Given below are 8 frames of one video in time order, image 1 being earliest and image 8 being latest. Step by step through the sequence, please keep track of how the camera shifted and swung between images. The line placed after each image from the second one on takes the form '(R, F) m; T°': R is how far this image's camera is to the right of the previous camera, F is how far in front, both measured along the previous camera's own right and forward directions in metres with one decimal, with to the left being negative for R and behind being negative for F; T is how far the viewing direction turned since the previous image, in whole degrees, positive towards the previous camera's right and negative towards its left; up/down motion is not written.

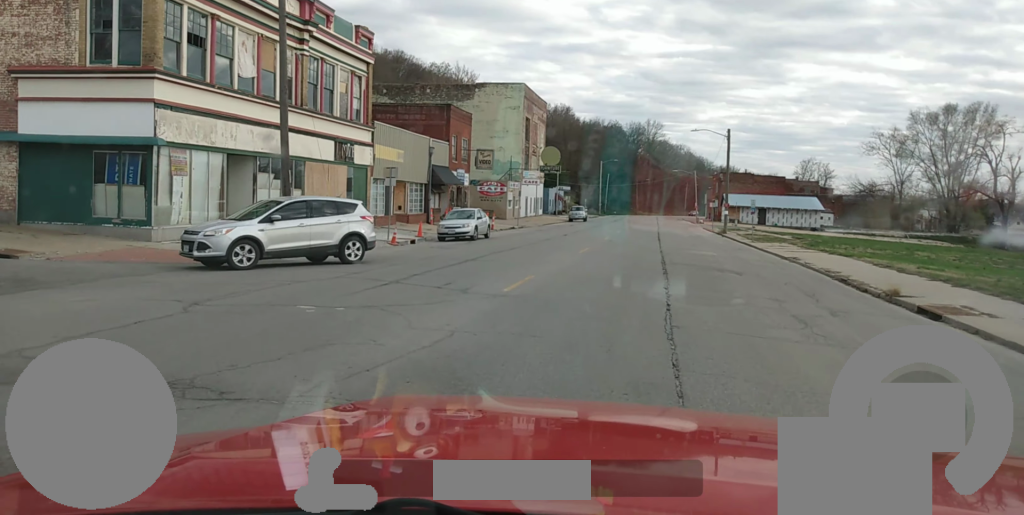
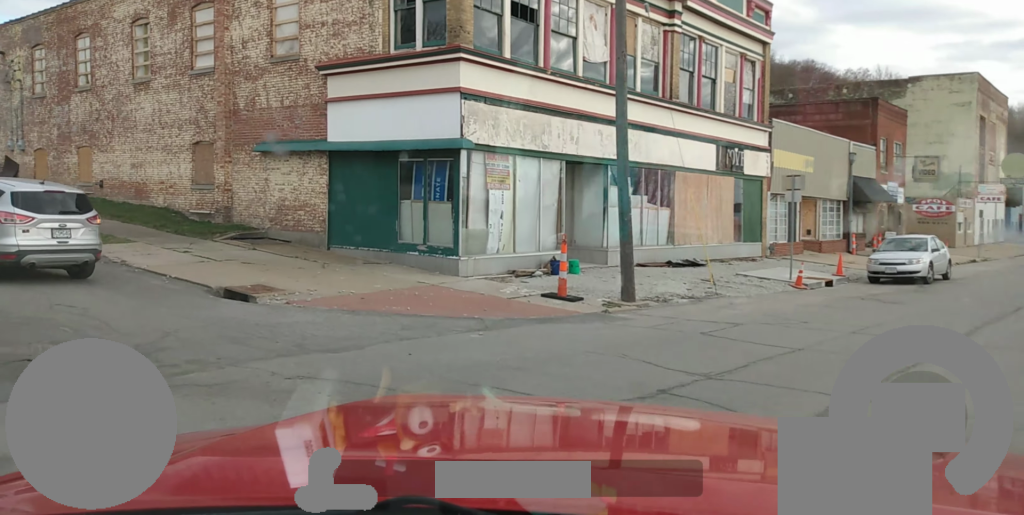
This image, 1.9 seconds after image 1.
(-2.1, +10.1) m; -40°
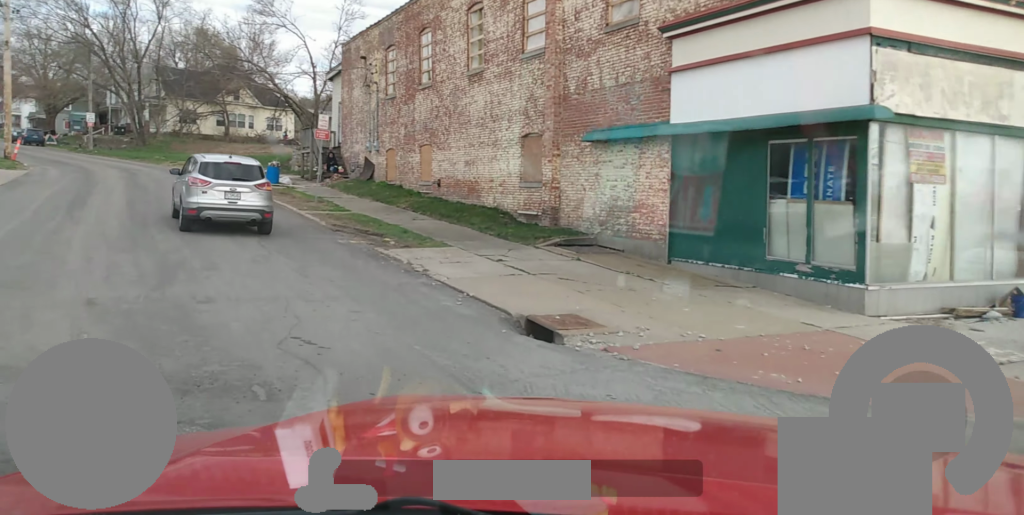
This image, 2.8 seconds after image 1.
(-1.8, +4.4) m; -25°
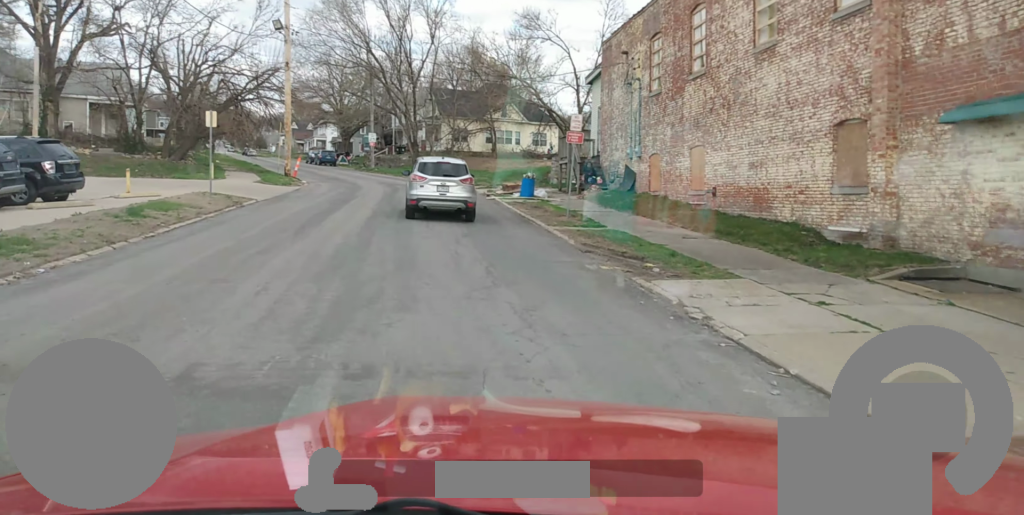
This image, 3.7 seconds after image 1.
(-0.3, +4.0) m; -4°
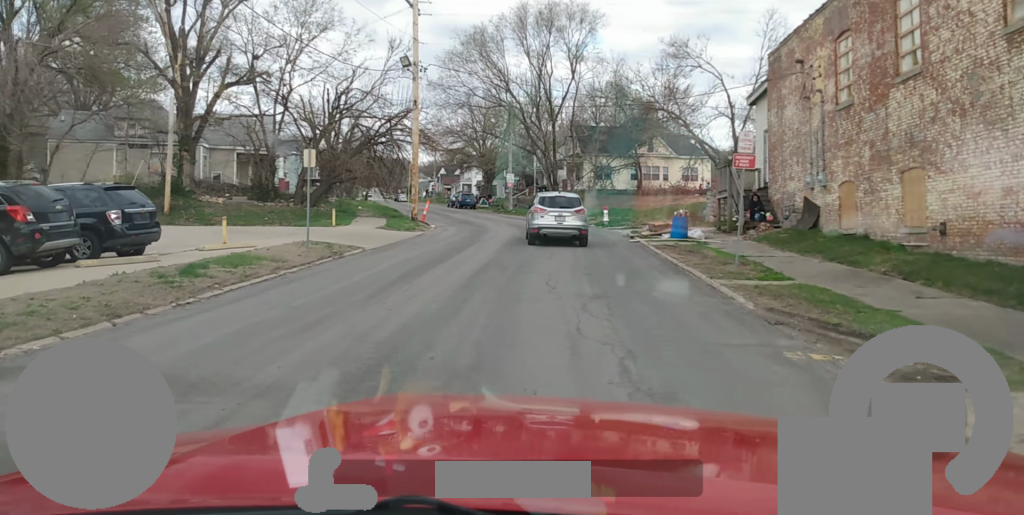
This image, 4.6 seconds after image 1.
(0.0, +4.7) m; -1°
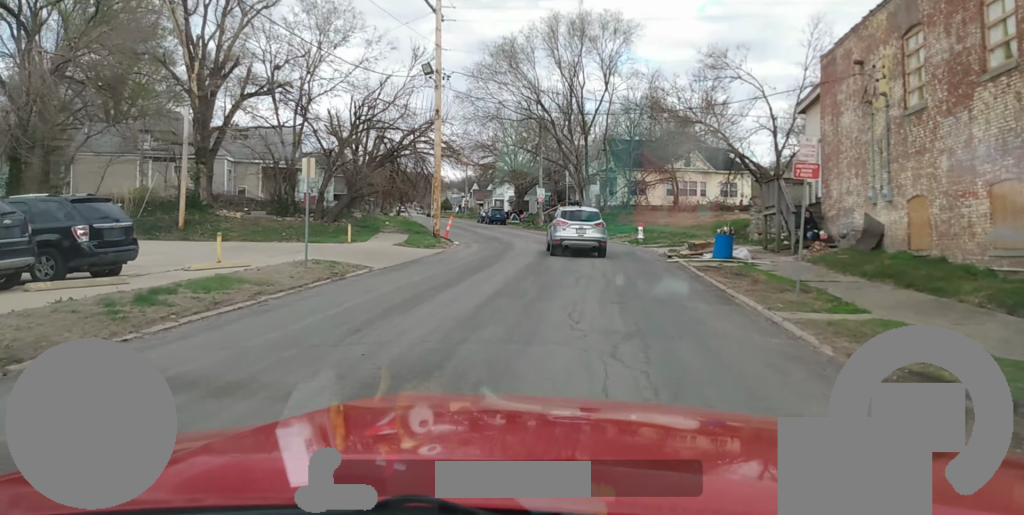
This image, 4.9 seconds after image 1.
(0.0, +1.9) m; -1°
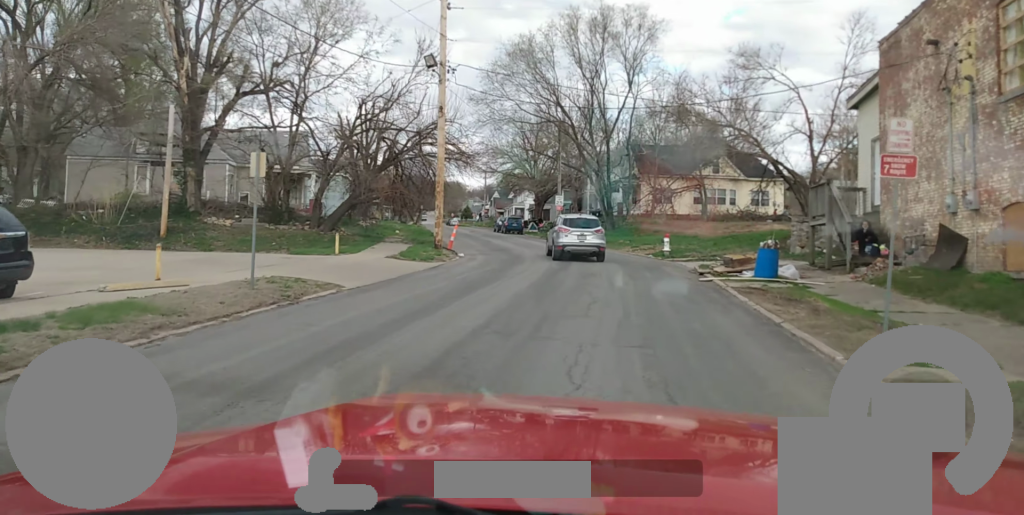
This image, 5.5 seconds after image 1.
(-0.1, +3.2) m; -8°
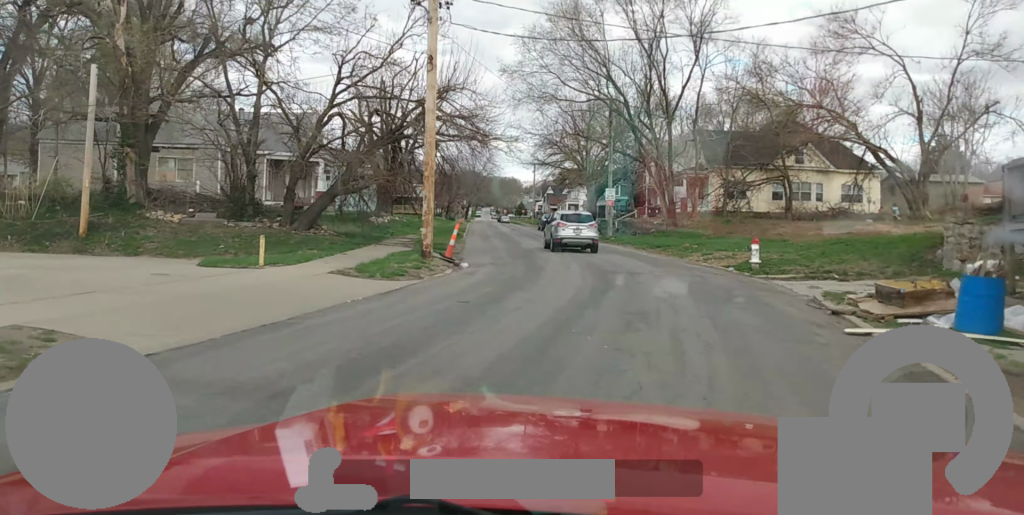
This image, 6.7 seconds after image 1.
(-1.3, +7.0) m; -17°
